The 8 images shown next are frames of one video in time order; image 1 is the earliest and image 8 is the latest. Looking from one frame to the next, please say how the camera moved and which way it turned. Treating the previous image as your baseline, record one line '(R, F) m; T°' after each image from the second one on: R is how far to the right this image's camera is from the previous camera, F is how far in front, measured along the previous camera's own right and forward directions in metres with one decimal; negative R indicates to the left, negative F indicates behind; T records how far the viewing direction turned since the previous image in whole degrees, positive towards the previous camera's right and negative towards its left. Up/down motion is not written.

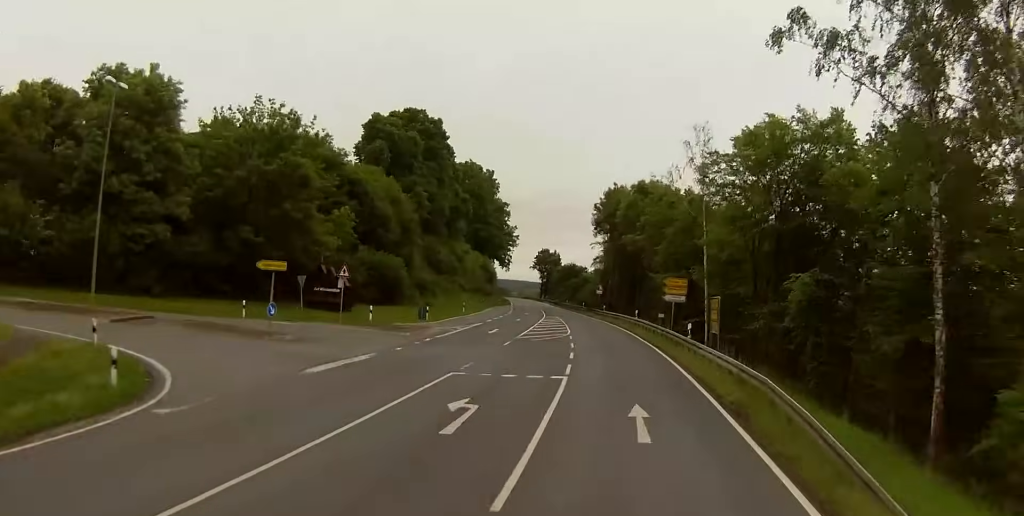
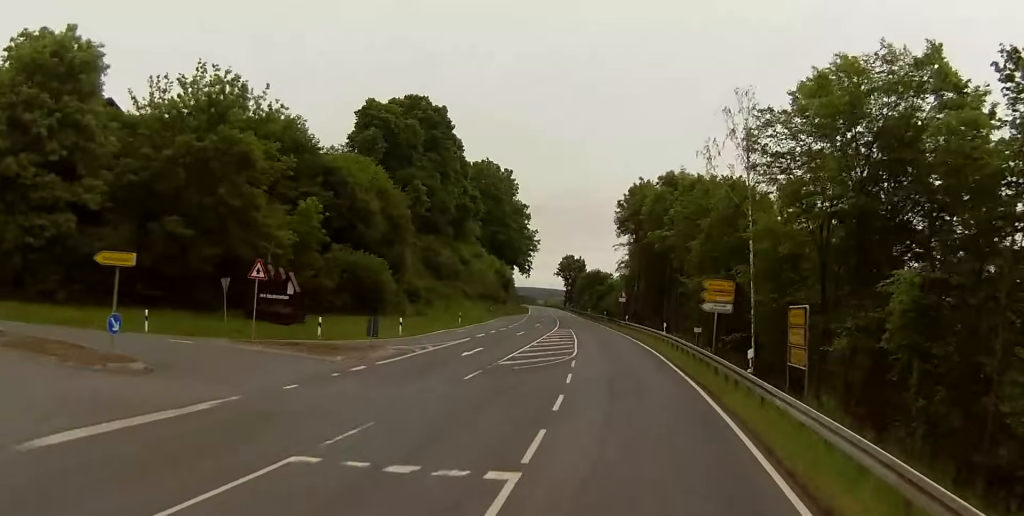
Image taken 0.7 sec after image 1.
(-0.2, +10.0) m; -1°
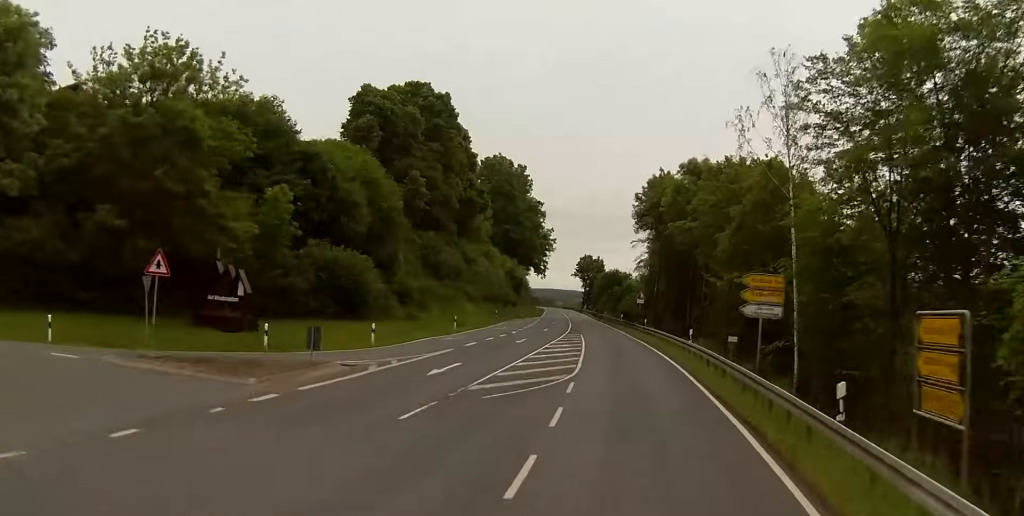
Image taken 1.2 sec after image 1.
(0.0, +6.2) m; -1°
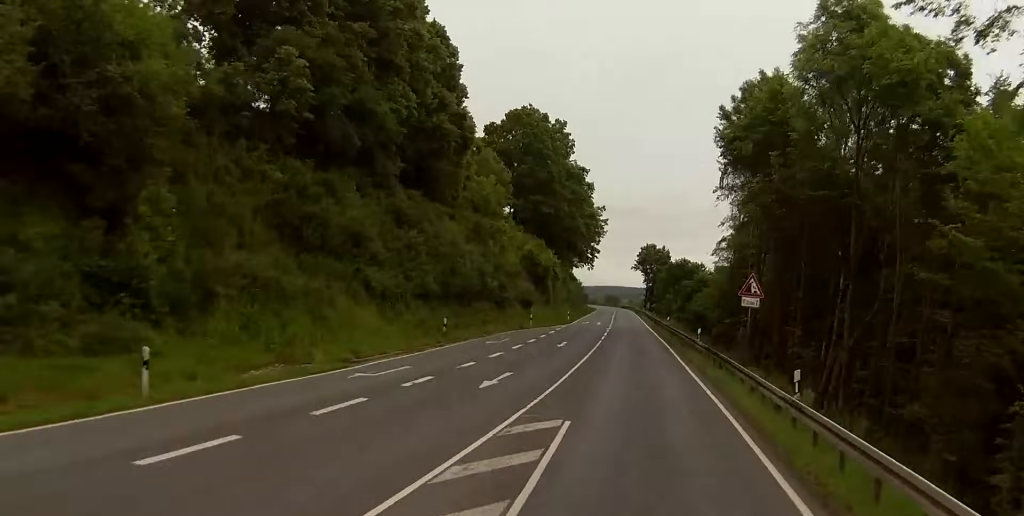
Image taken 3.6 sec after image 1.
(-0.9, +35.3) m; -4°
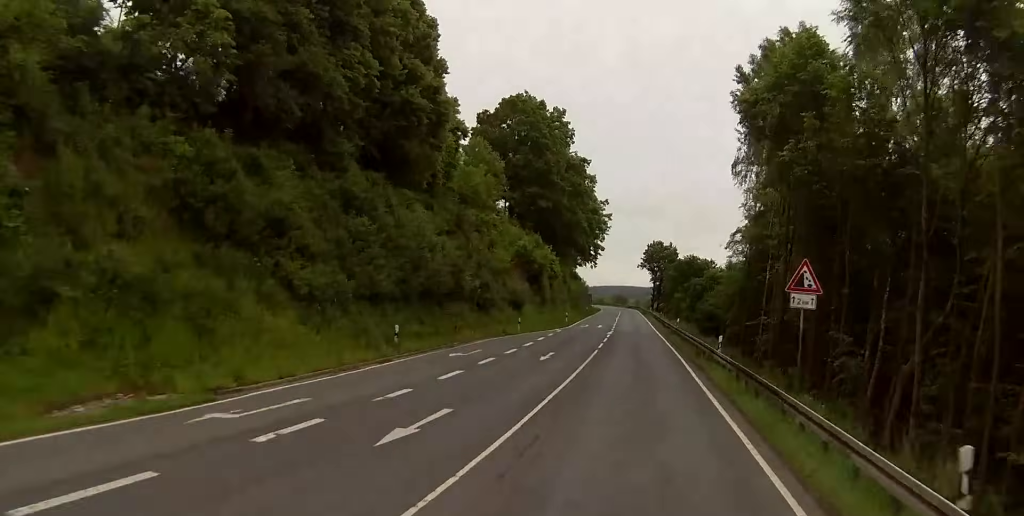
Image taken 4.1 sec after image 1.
(-0.1, +8.6) m; -1°
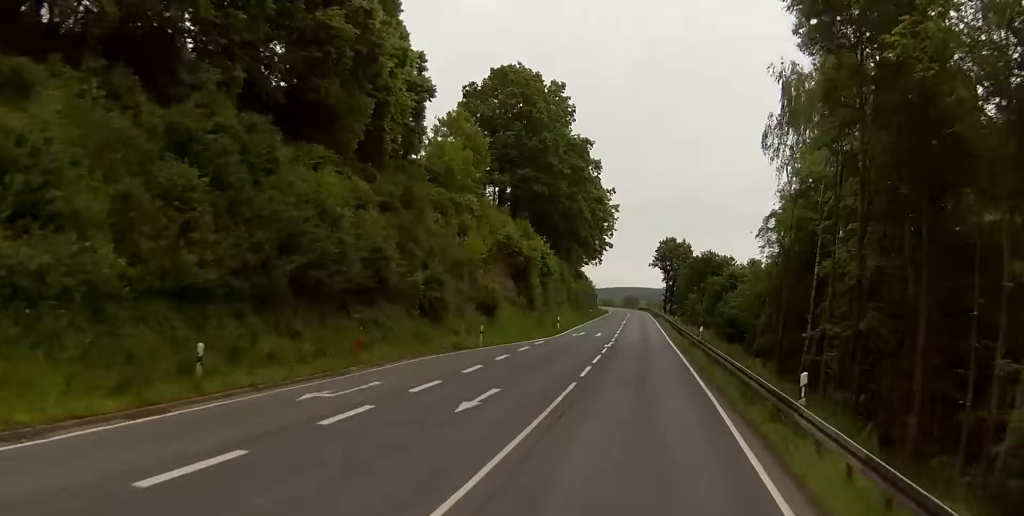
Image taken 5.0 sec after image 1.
(-0.3, +16.0) m; 0°
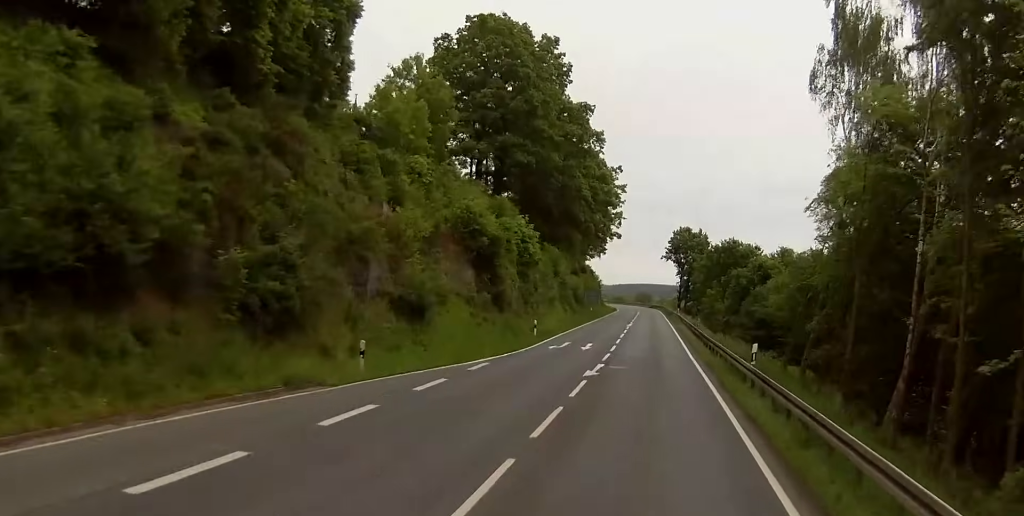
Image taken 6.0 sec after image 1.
(+0.3, +20.7) m; -1°
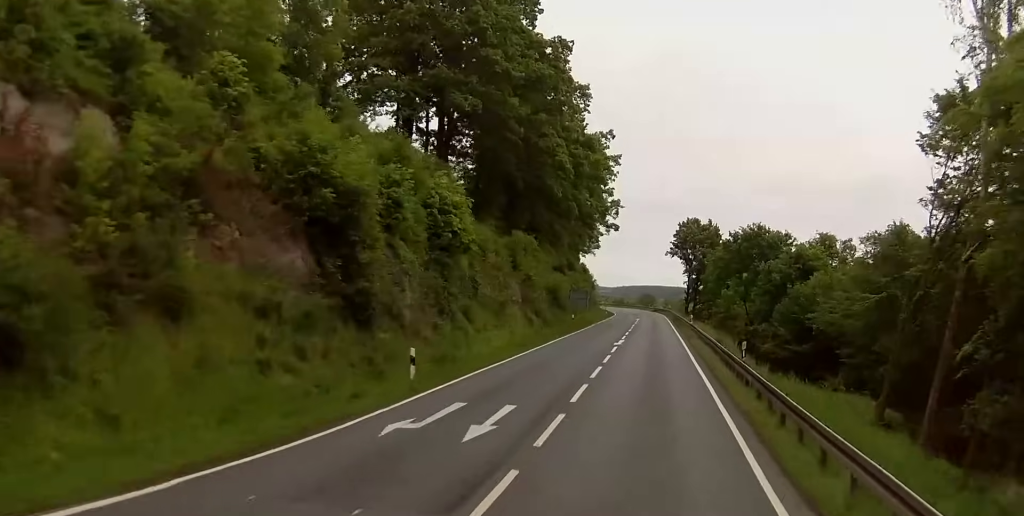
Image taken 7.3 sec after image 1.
(-0.7, +30.4) m; -1°
